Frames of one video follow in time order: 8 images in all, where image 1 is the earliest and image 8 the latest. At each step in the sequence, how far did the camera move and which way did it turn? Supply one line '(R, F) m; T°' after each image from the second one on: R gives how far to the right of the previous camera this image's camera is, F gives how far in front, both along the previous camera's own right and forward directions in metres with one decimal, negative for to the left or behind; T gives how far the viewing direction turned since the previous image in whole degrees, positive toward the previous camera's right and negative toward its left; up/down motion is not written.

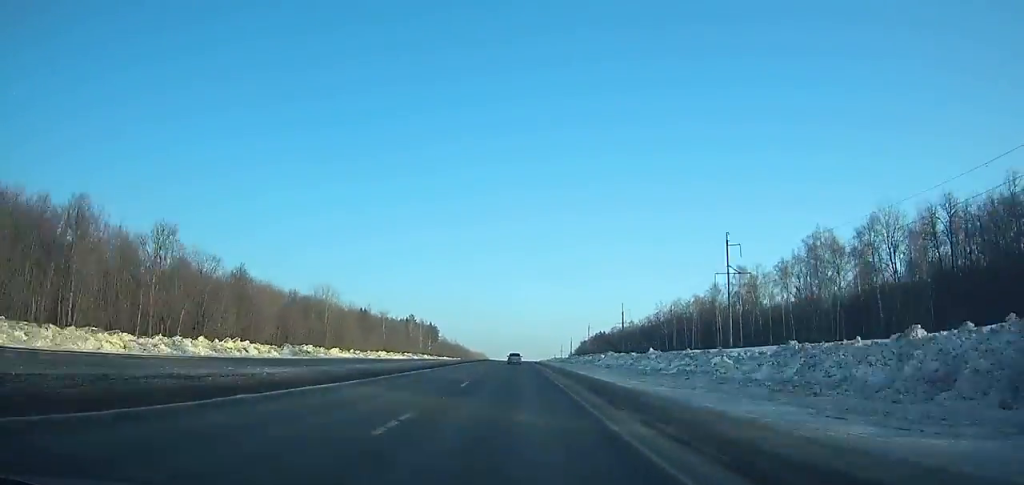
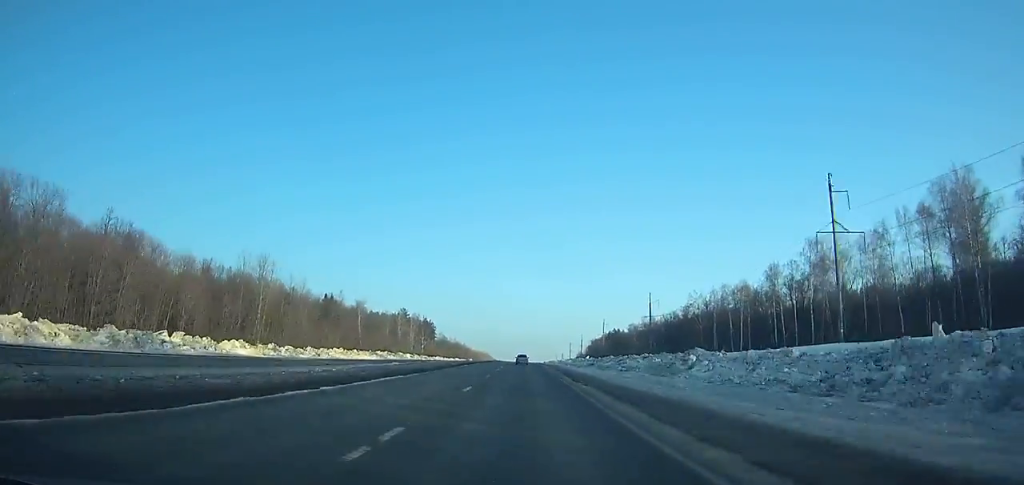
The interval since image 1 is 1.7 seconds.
(-0.2, +39.5) m; 0°
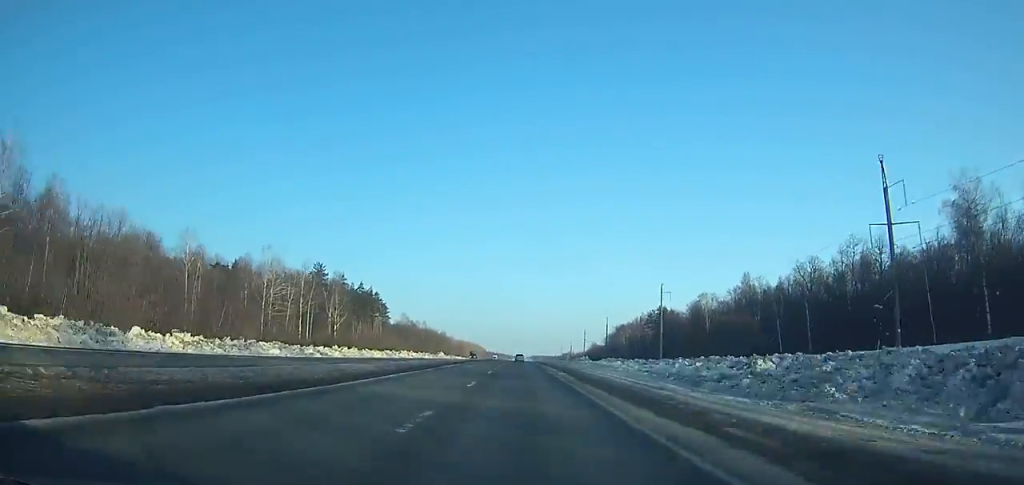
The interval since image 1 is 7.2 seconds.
(+0.2, +130.5) m; 0°
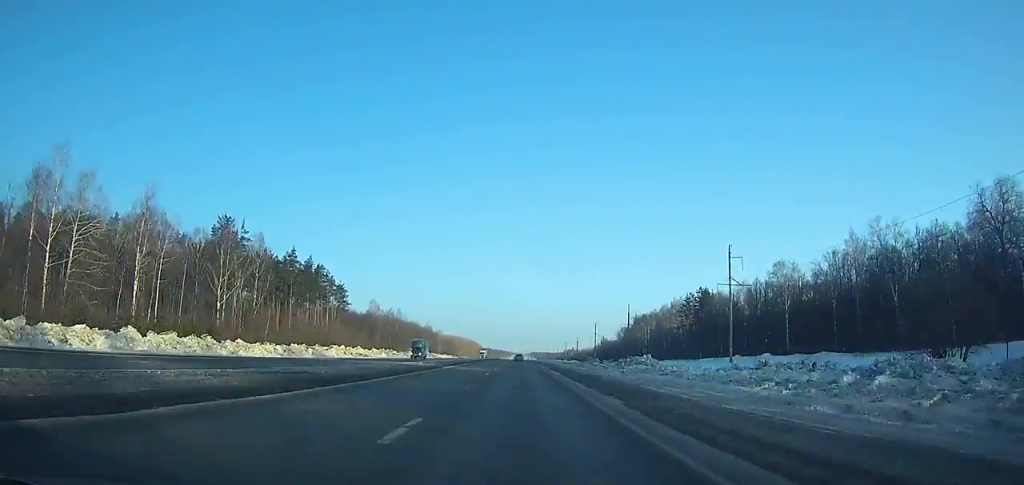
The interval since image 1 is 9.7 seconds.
(0.0, +60.8) m; 0°
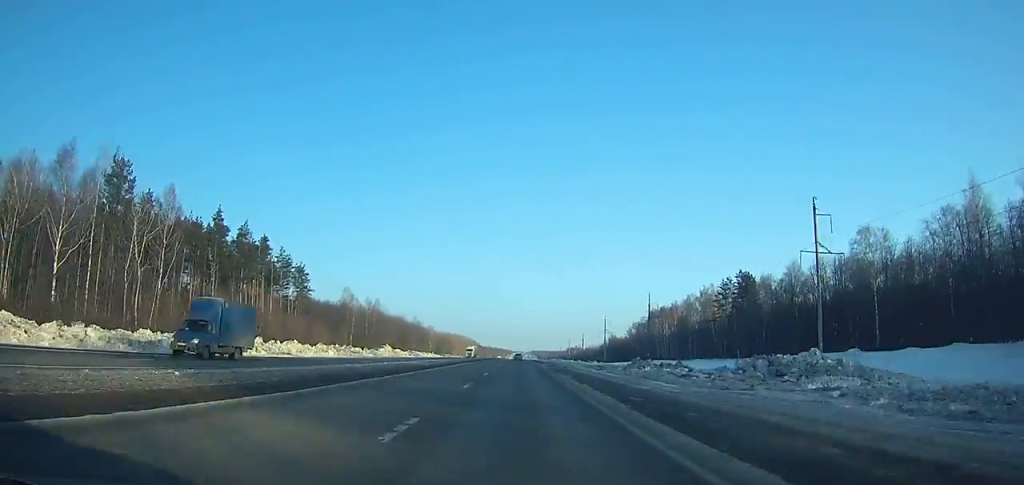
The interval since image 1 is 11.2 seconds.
(0.0, +36.8) m; 0°
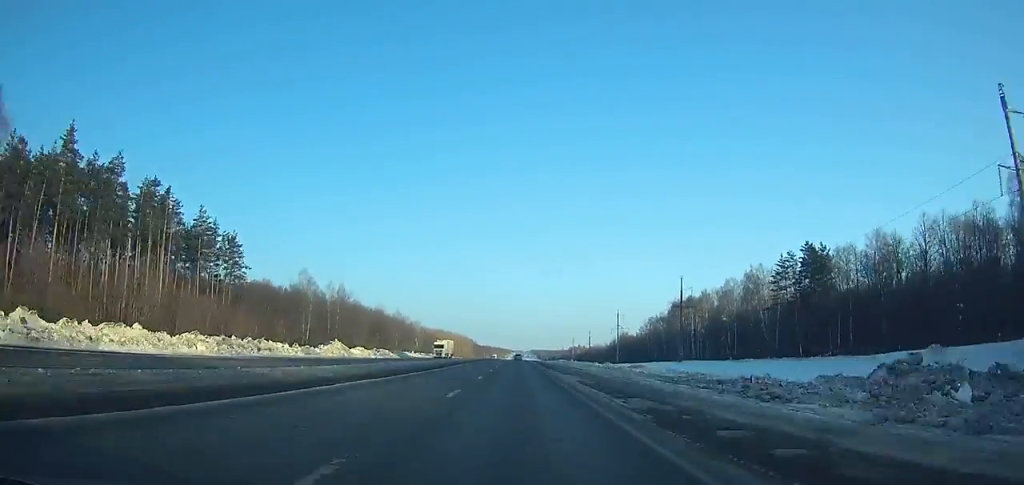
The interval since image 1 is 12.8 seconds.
(-0.1, +39.7) m; 0°
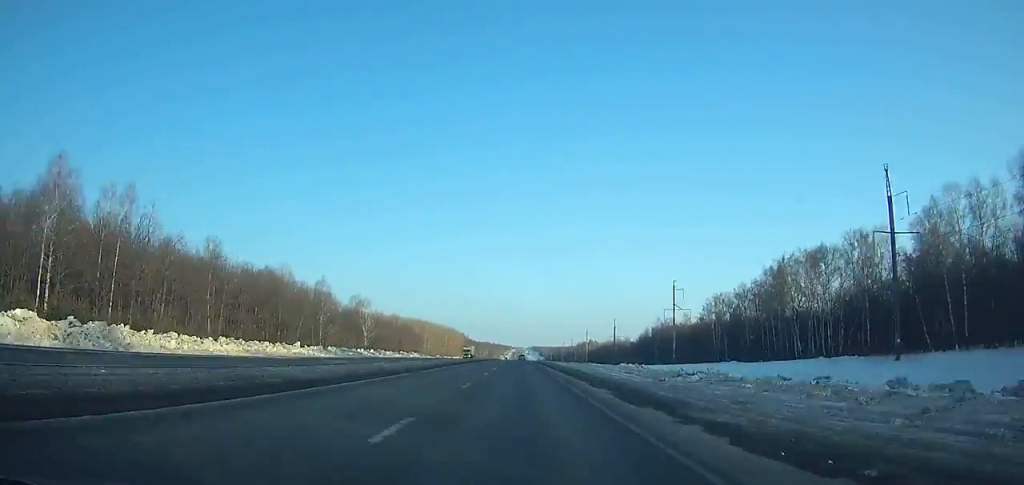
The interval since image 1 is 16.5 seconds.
(-0.1, +93.0) m; 0°
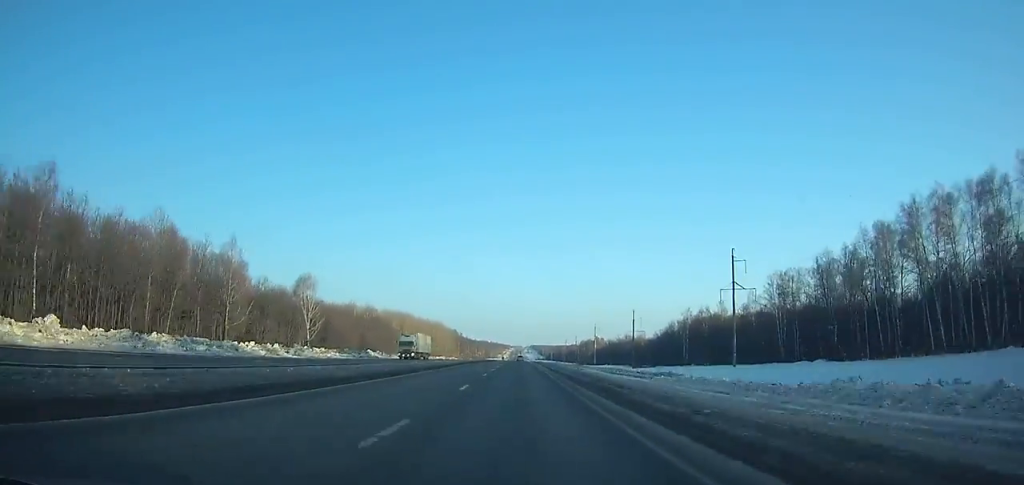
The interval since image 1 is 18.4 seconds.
(+0.2, +48.8) m; 0°
